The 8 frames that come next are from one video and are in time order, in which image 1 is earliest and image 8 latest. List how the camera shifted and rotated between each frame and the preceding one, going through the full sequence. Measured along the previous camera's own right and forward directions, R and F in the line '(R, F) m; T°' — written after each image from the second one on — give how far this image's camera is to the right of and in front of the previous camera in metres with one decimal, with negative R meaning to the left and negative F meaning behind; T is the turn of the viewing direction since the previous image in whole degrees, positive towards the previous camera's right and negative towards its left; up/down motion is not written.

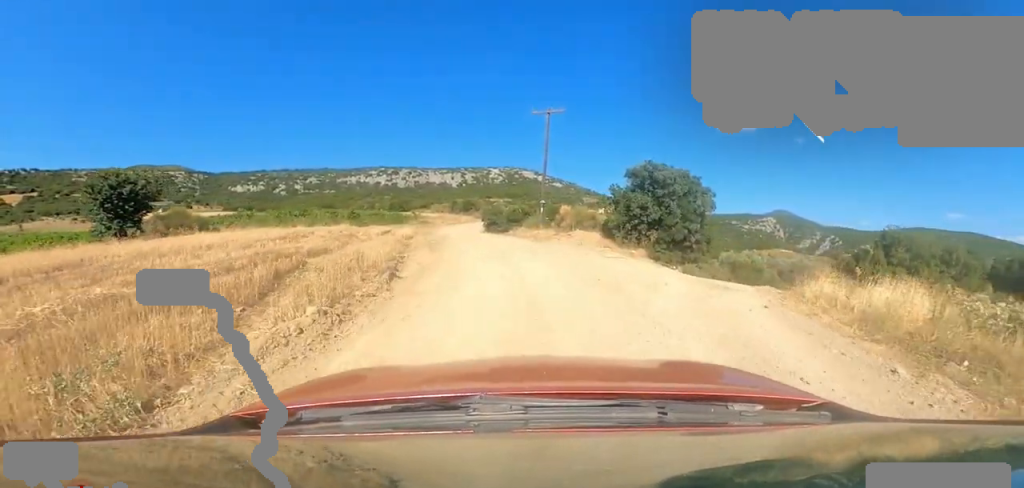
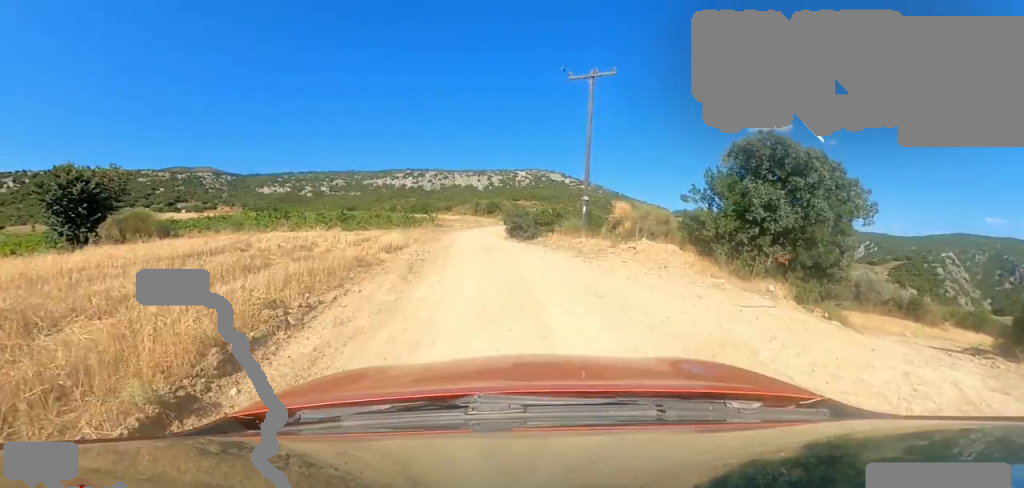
(-1.5, +6.6) m; -1°
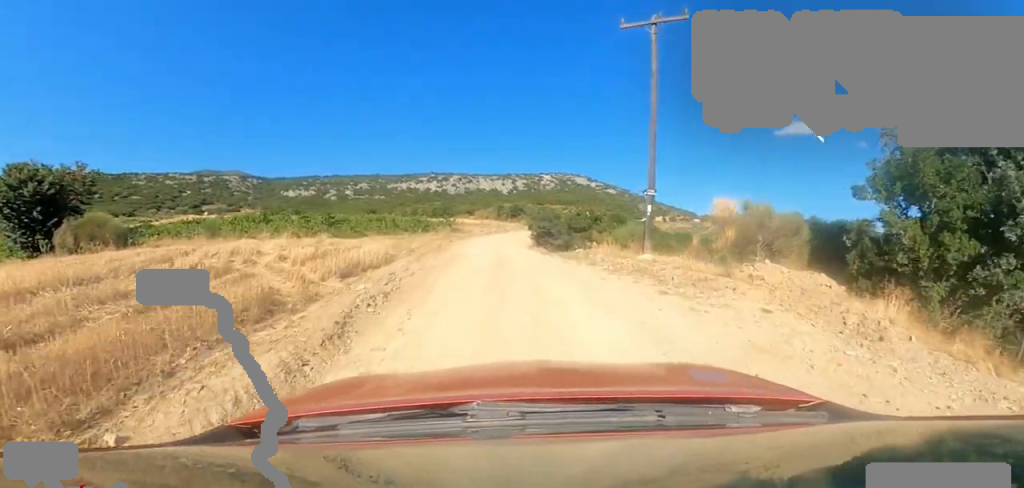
(+0.8, +5.4) m; +6°
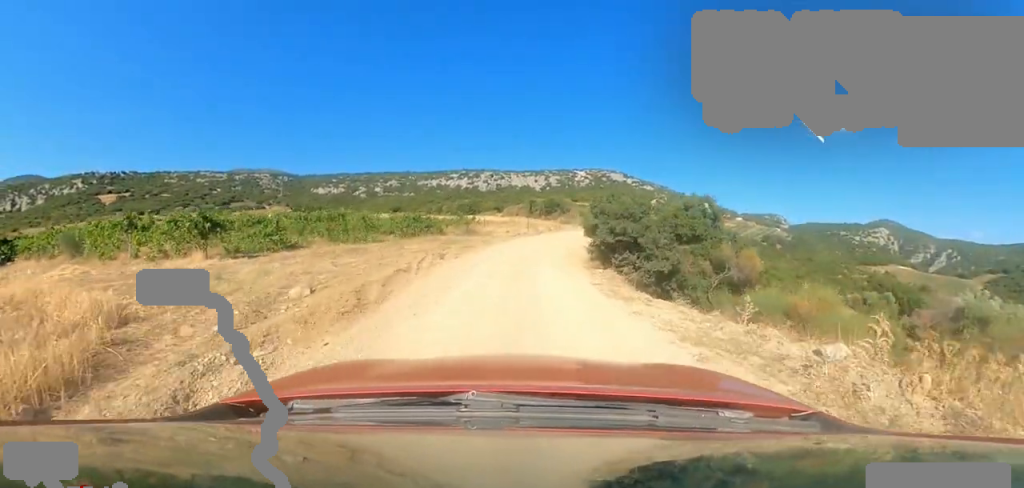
(+0.5, +11.6) m; -6°
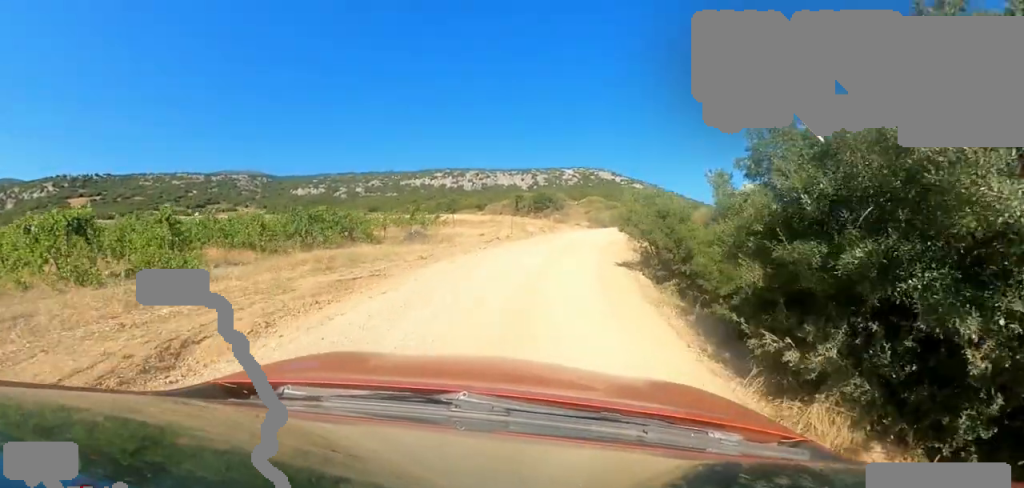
(-1.6, +11.1) m; -5°
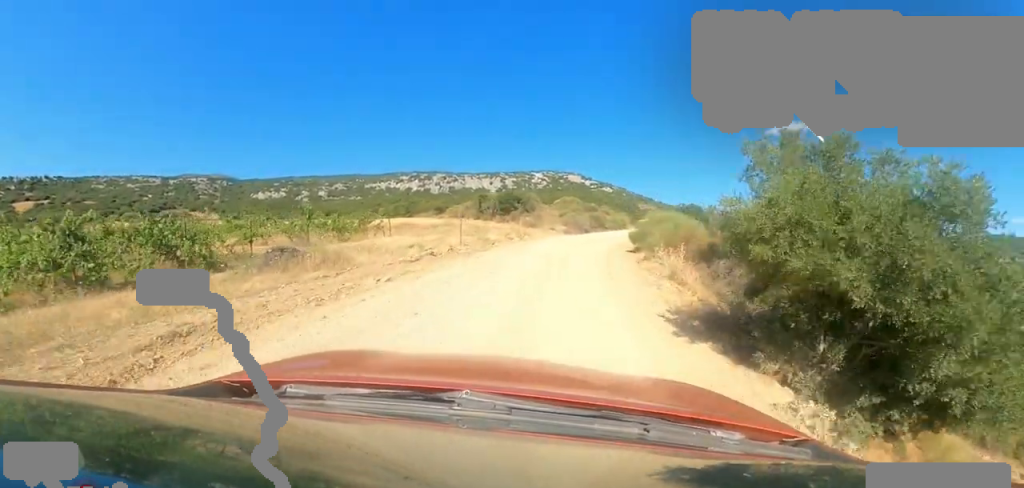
(+0.4, +7.4) m; +9°
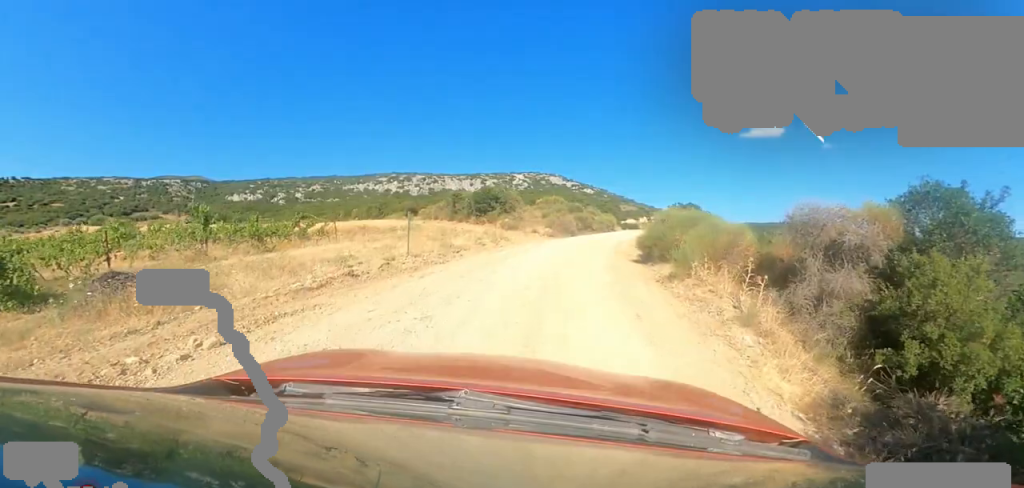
(+0.4, +4.0) m; +6°
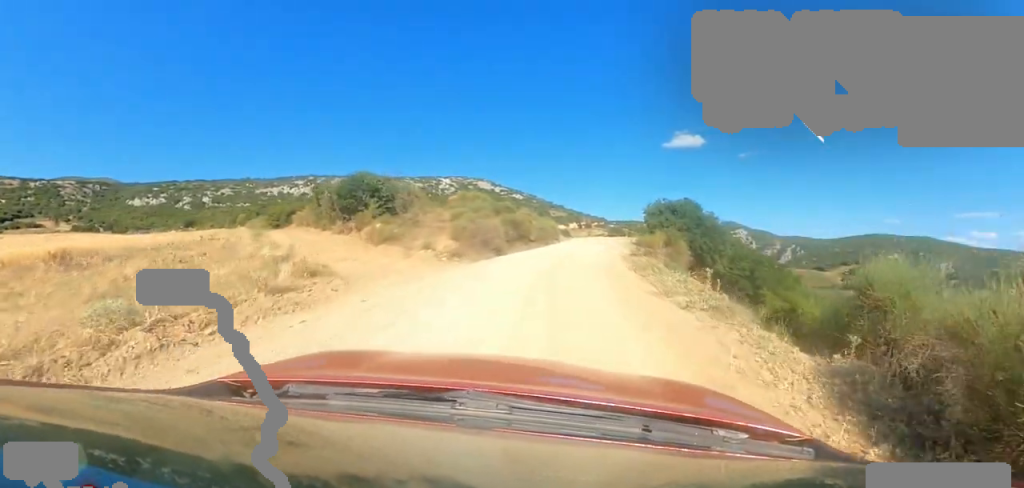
(+0.3, +12.9) m; +1°
